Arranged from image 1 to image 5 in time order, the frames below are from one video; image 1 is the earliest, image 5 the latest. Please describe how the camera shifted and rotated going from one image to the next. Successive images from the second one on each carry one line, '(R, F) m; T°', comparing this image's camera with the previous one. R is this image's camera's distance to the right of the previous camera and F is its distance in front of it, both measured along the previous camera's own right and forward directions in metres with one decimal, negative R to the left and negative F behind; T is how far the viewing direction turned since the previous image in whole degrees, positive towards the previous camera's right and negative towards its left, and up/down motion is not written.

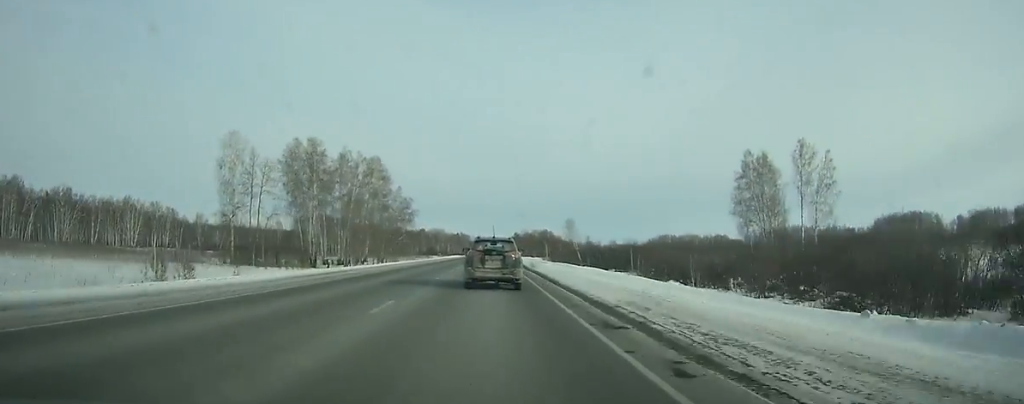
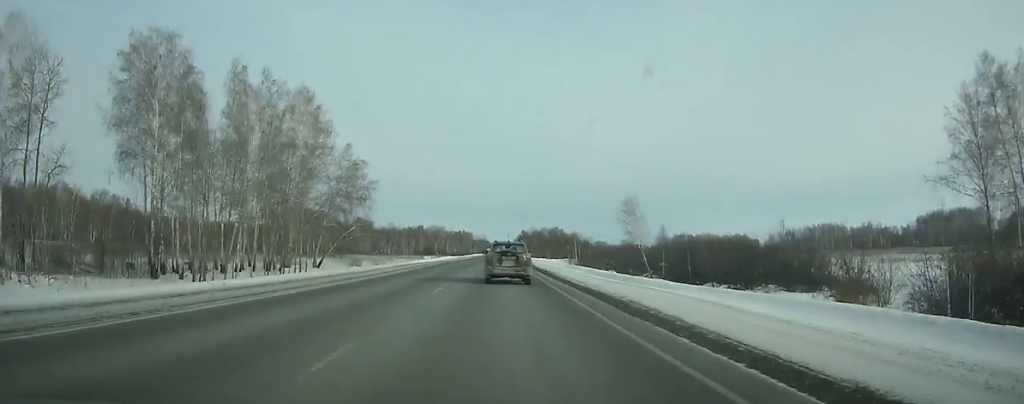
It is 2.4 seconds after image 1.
(-0.2, +53.3) m; 0°
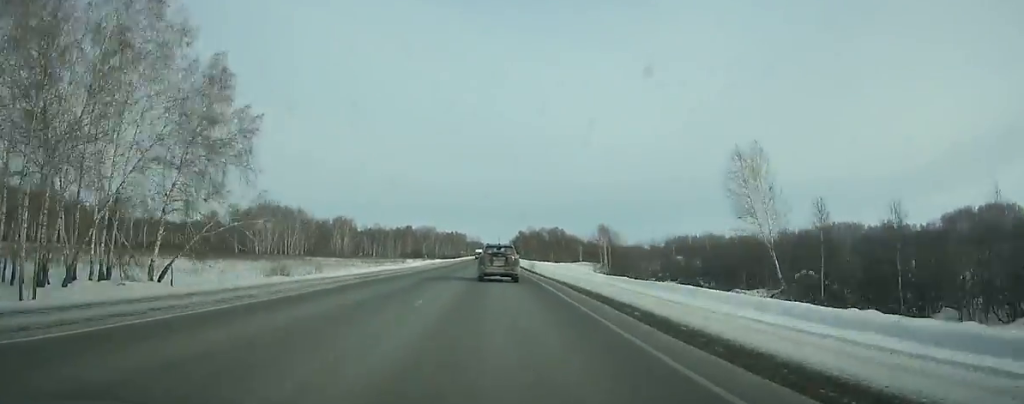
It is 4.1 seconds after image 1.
(+0.1, +41.2) m; 0°
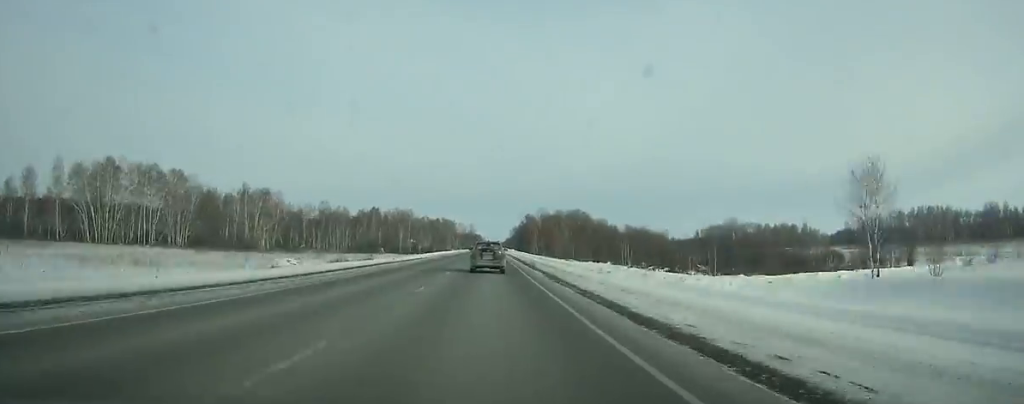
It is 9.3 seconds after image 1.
(0.0, +133.0) m; 0°
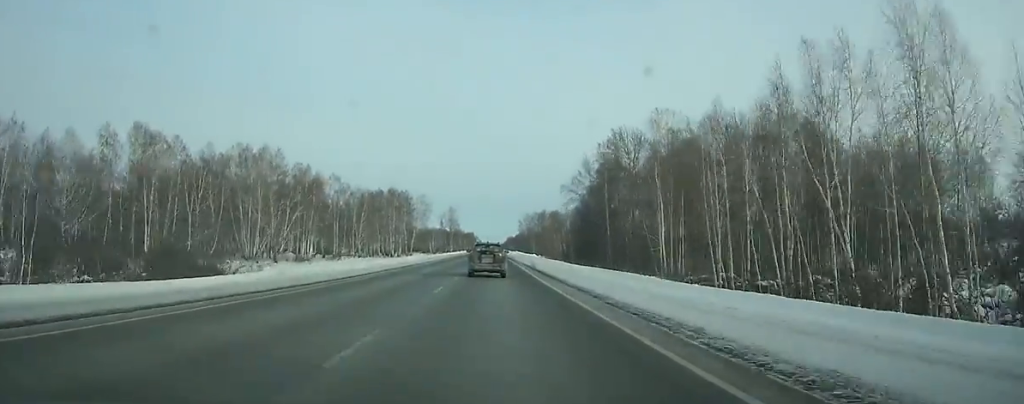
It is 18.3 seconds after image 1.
(+1.0, +240.5) m; +1°
